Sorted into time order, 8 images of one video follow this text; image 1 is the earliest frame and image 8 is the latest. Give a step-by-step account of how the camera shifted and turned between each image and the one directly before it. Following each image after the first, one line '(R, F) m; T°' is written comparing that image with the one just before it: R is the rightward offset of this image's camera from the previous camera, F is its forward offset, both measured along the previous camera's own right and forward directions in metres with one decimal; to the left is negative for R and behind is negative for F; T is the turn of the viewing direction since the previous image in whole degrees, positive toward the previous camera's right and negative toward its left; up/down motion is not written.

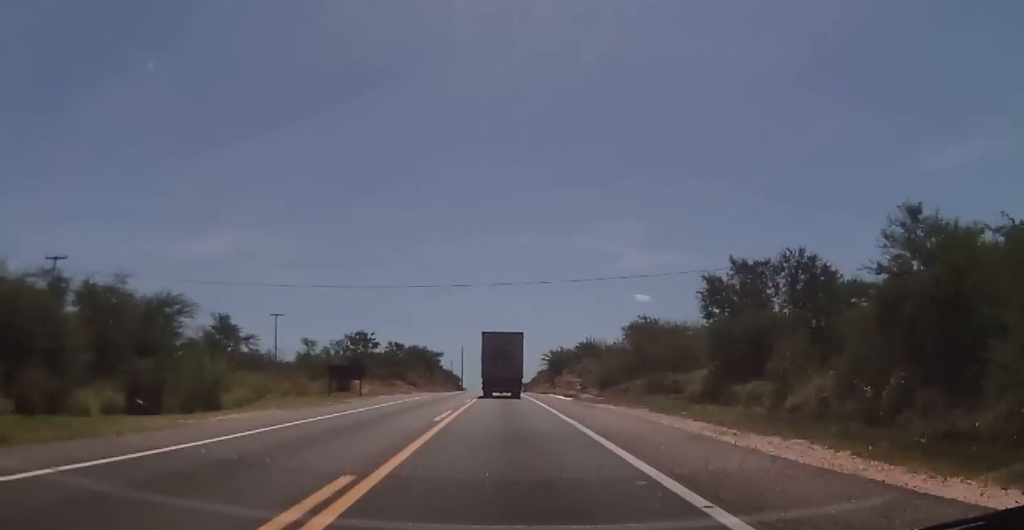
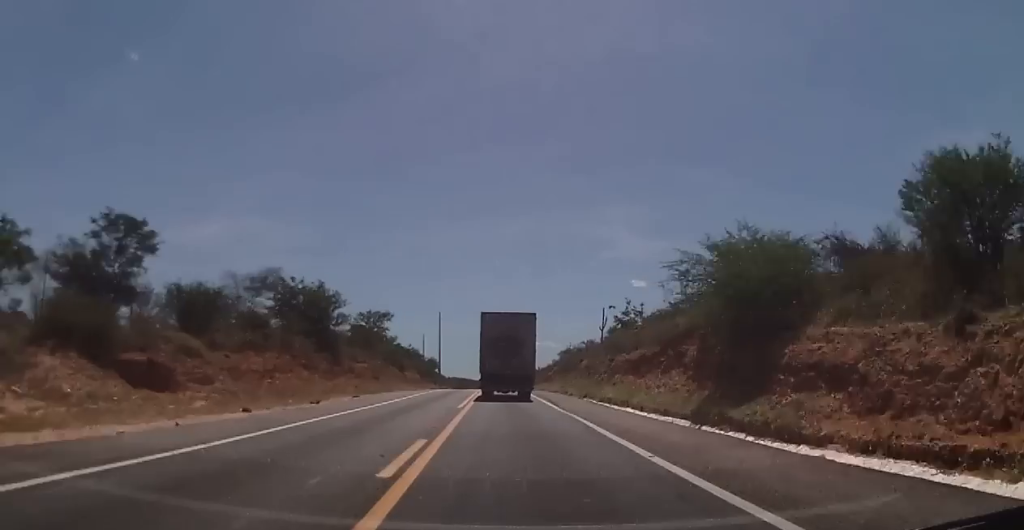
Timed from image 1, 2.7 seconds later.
(-0.5, +74.9) m; 0°
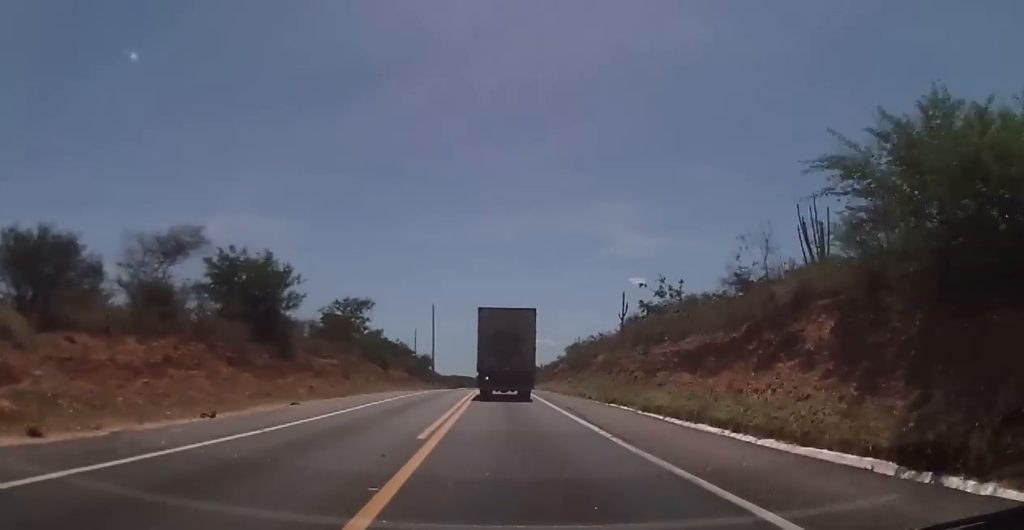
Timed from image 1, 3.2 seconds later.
(+0.2, +12.3) m; 0°
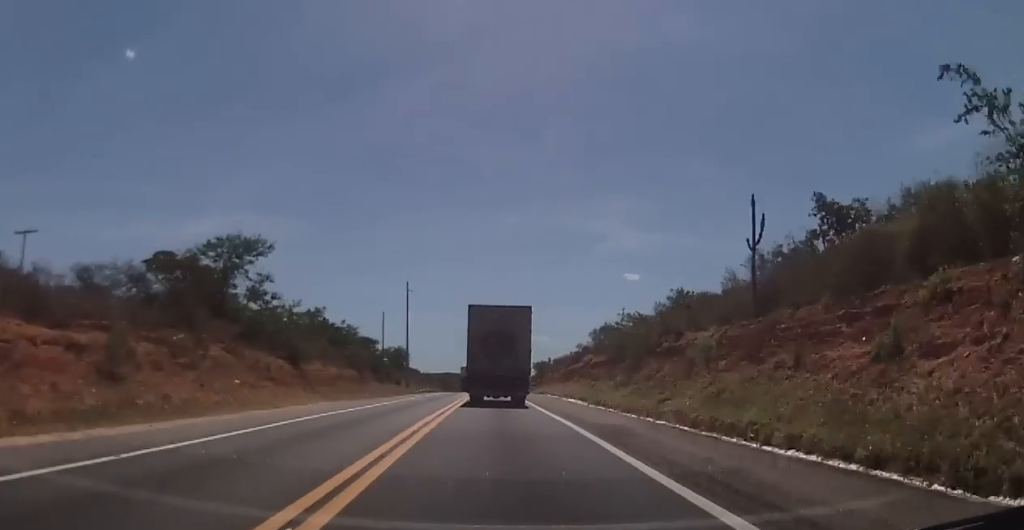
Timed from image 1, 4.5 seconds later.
(-0.2, +32.9) m; 0°
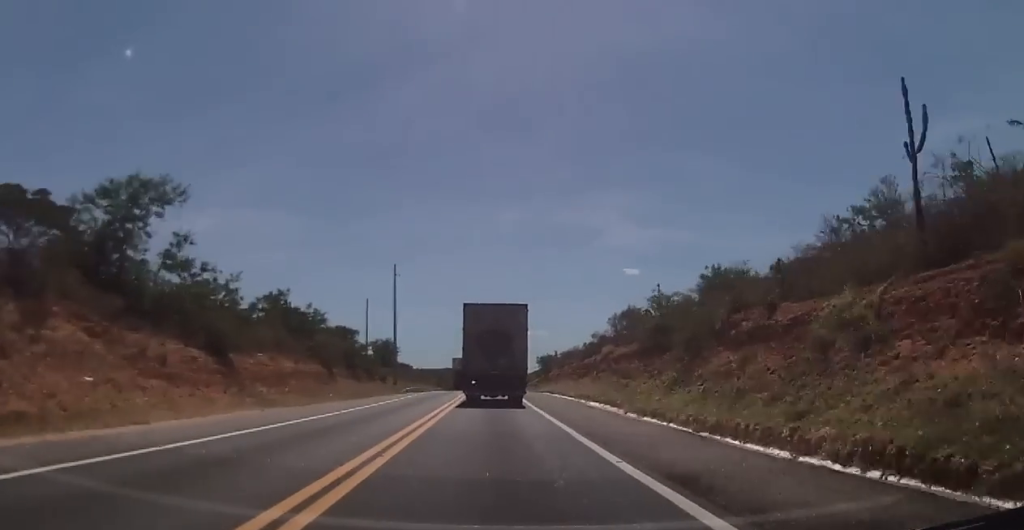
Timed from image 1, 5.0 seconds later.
(0.0, +12.5) m; 0°
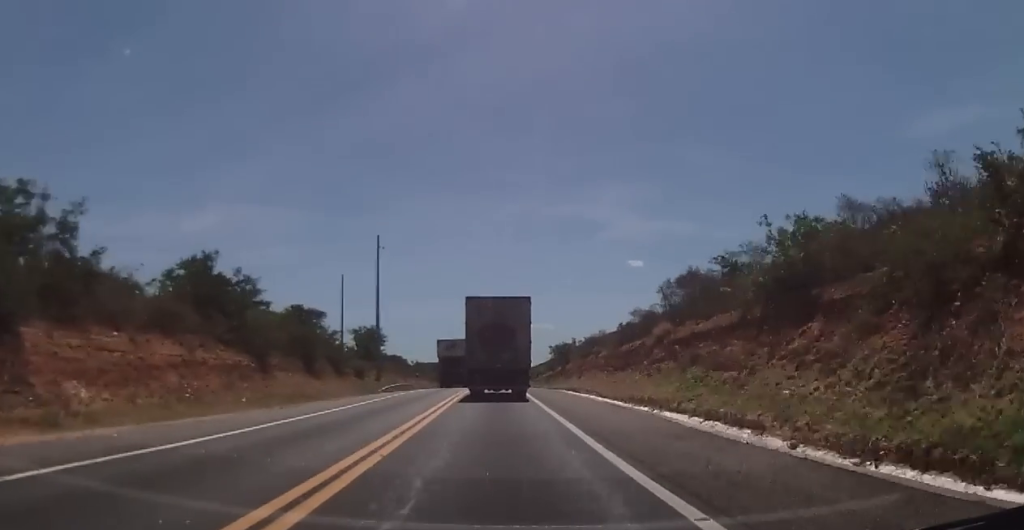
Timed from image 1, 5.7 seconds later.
(+0.1, +17.3) m; +1°
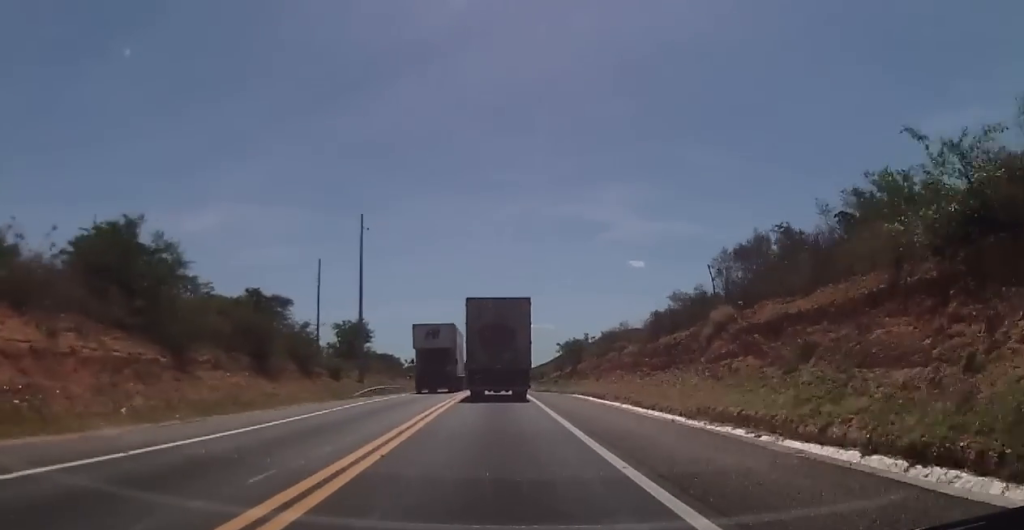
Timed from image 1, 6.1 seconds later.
(+0.1, +10.3) m; +1°
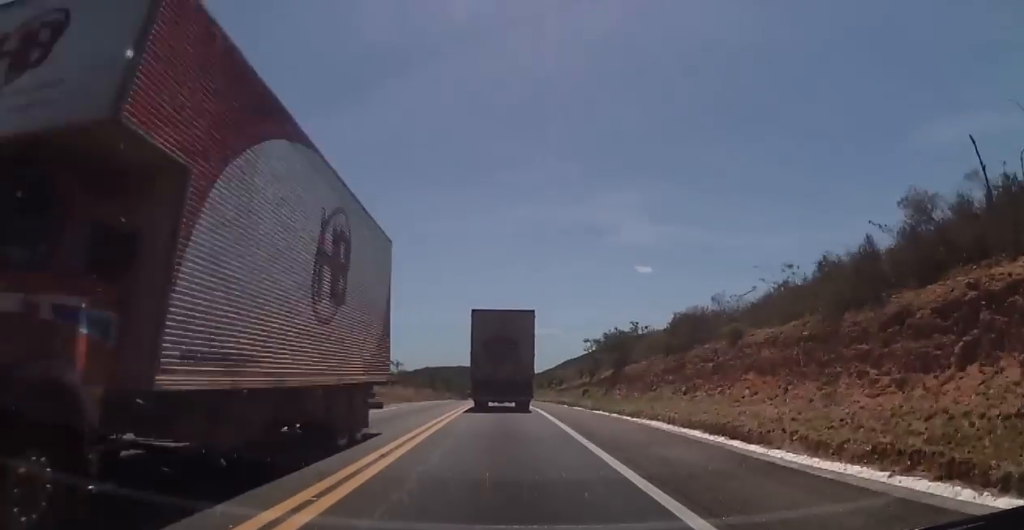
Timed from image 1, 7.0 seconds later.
(+0.3, +21.9) m; 0°
